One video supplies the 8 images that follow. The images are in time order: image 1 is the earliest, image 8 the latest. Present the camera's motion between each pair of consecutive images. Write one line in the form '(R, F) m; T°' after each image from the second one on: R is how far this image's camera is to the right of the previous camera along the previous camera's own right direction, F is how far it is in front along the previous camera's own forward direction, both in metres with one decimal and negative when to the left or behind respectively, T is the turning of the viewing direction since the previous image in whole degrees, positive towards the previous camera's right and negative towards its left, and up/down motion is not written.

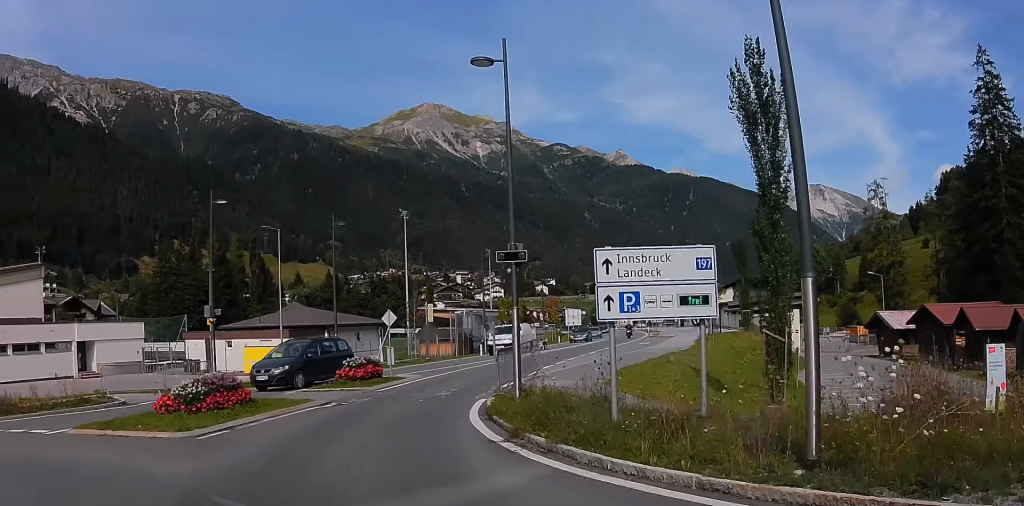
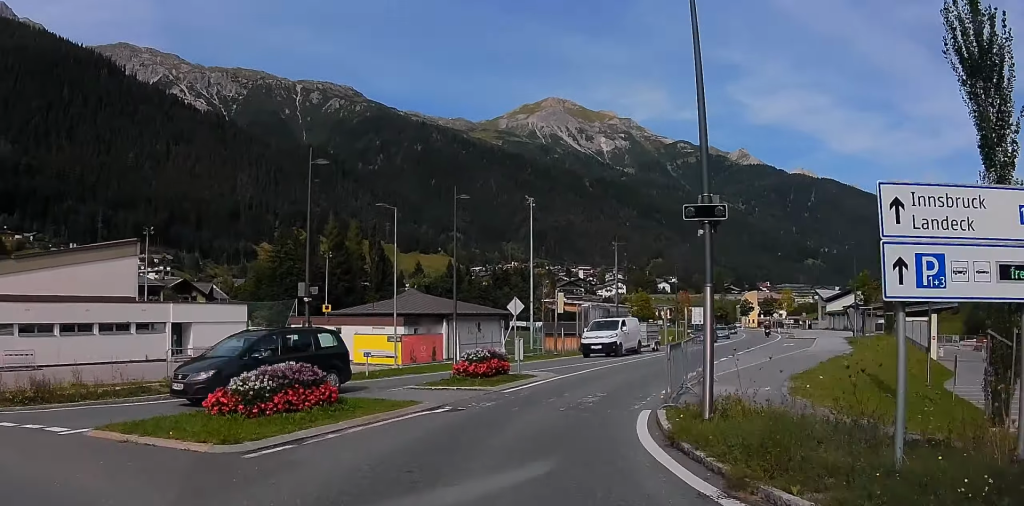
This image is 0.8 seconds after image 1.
(-0.6, +4.4) m; -8°
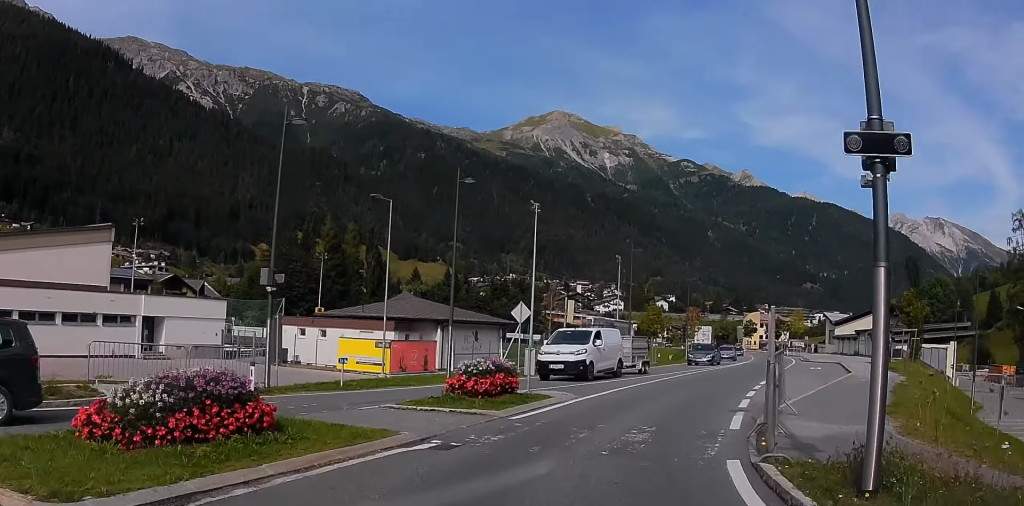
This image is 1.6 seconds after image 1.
(-0.1, +4.5) m; -2°
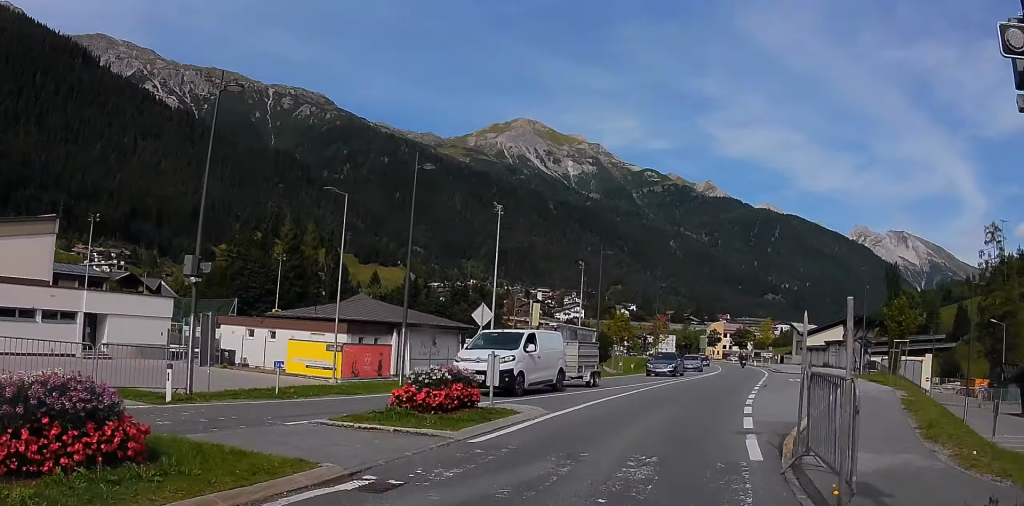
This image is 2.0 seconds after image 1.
(0.0, +2.7) m; 0°
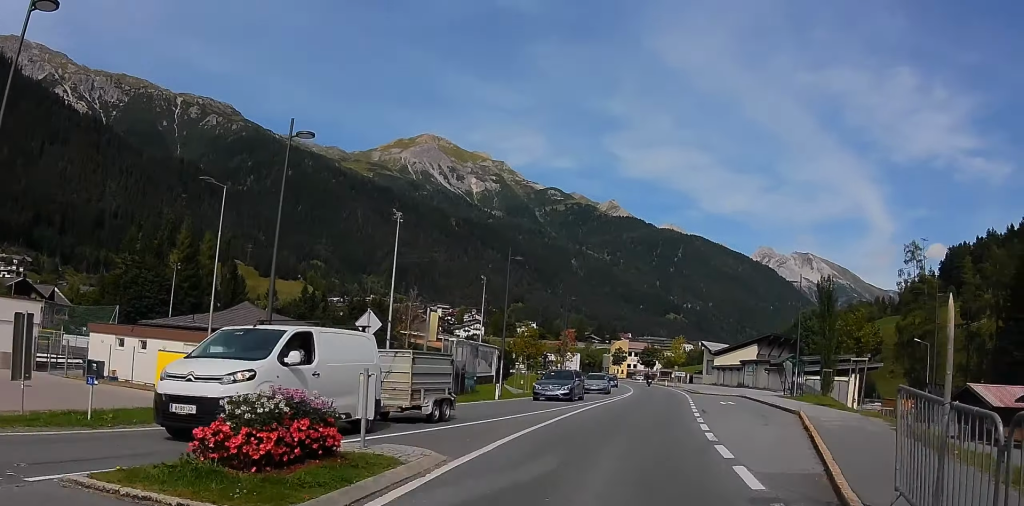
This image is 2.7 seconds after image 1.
(0.0, +5.0) m; +5°
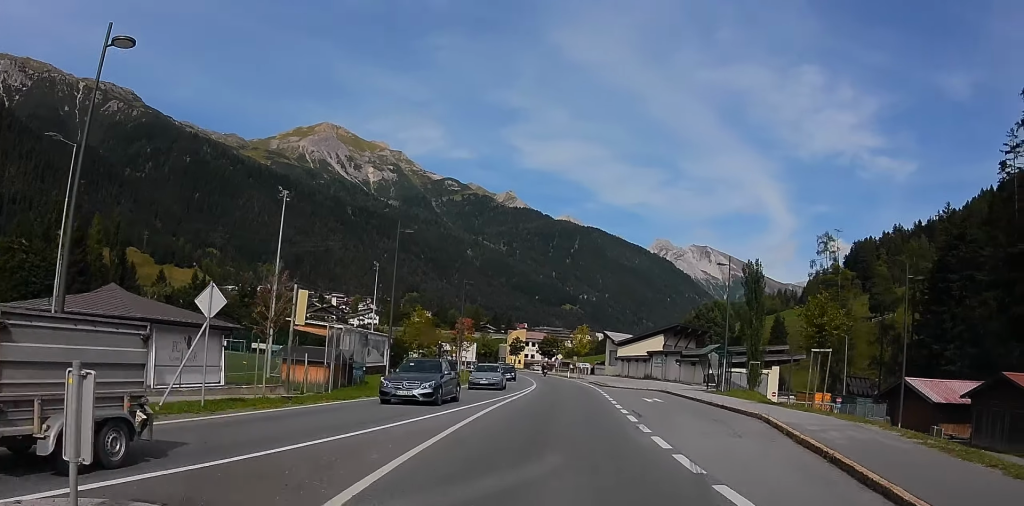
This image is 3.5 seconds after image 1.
(+0.1, +5.5) m; +9°
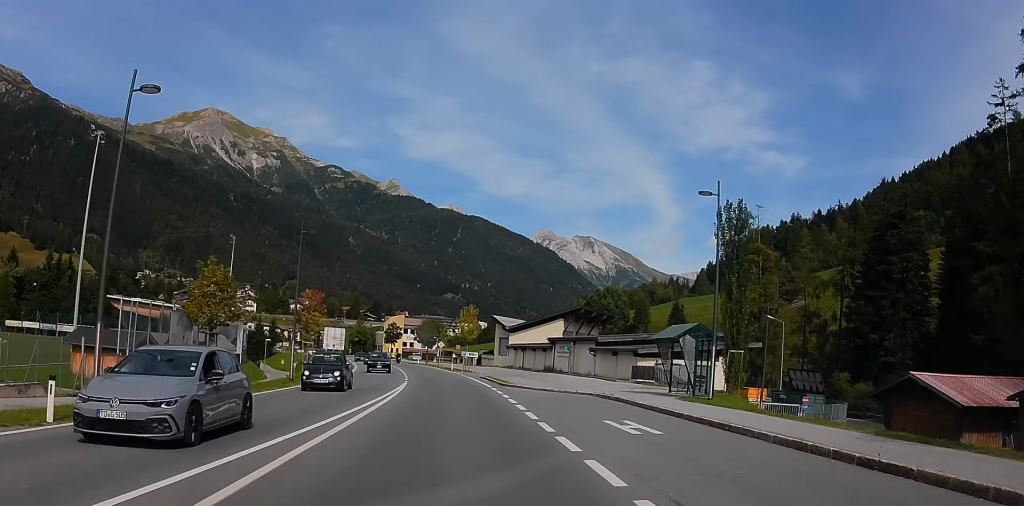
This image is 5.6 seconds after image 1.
(+4.4, +16.8) m; +19°
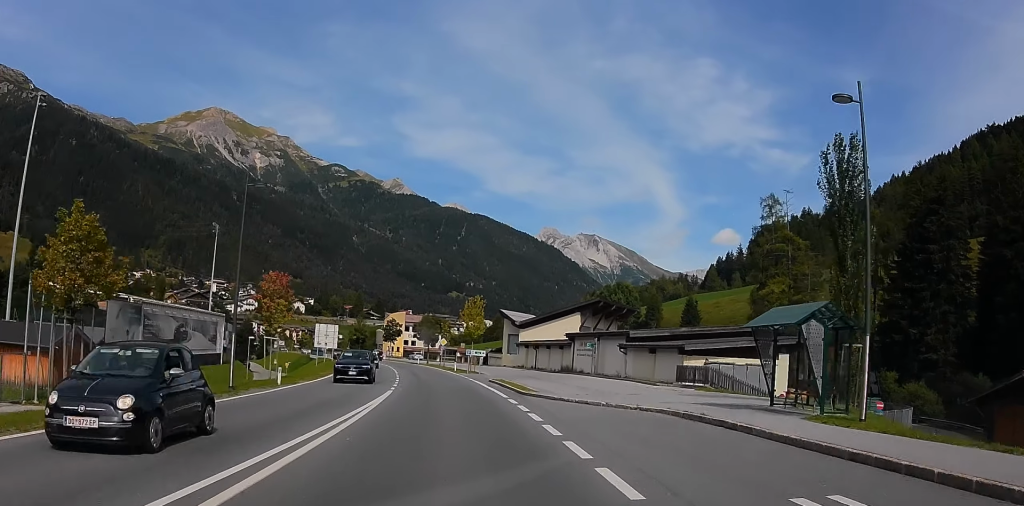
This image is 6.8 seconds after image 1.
(0.0, +10.2) m; 0°
